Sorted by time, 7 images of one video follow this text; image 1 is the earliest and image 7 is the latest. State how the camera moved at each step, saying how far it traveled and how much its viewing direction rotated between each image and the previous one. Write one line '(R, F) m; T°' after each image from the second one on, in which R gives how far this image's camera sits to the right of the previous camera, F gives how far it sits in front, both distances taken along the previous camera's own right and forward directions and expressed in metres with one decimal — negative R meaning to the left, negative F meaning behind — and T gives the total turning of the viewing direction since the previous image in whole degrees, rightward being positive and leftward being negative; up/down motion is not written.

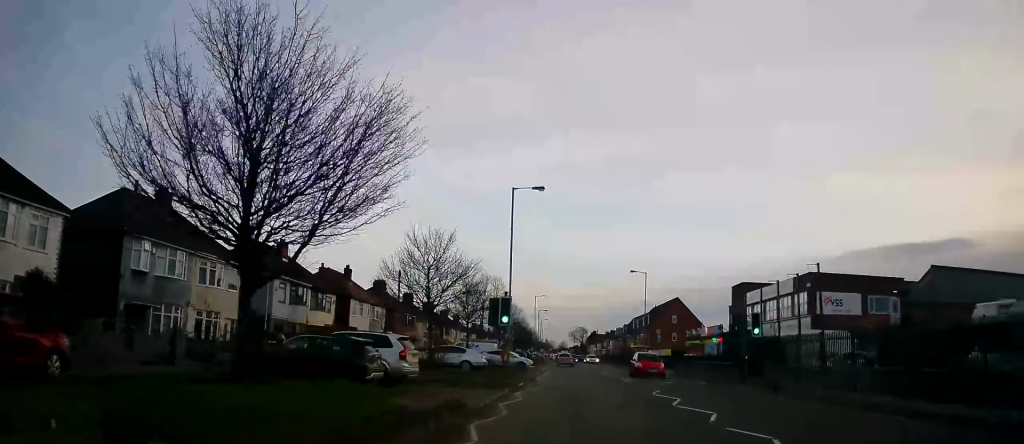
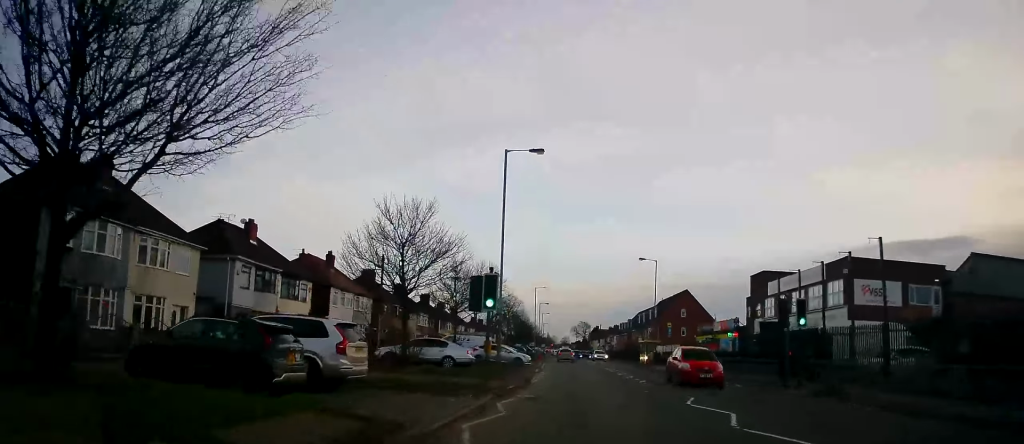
(+0.1, +5.7) m; -1°
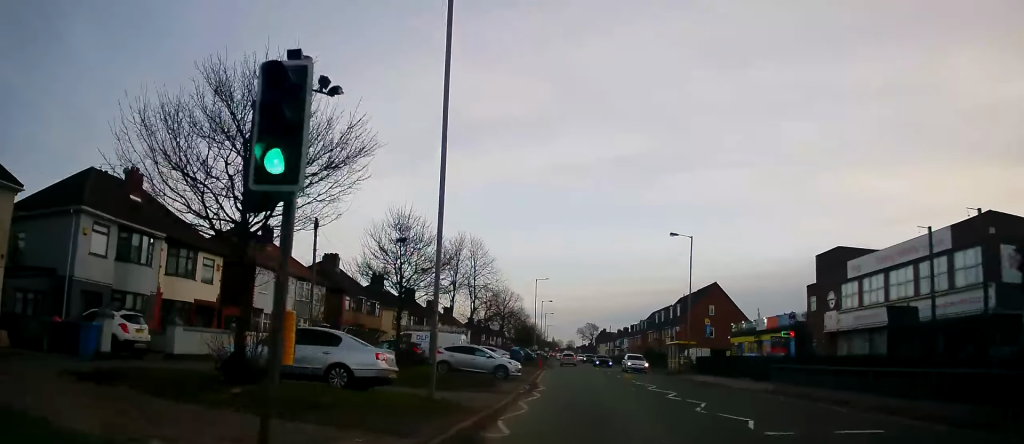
(-0.4, +14.0) m; -1°
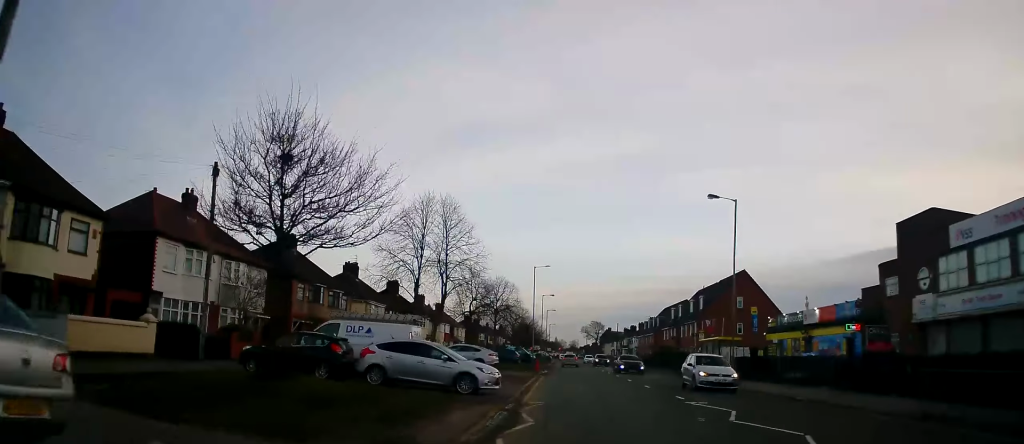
(+0.1, +10.7) m; +1°
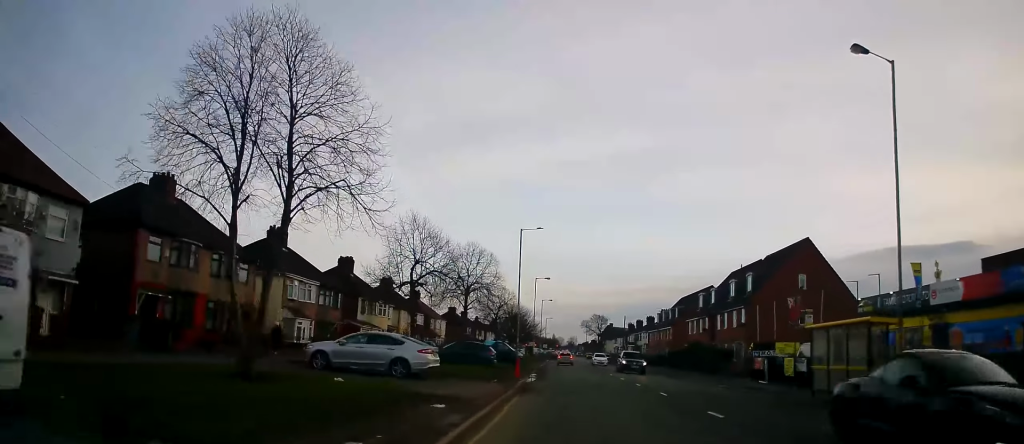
(0.0, +17.3) m; -1°
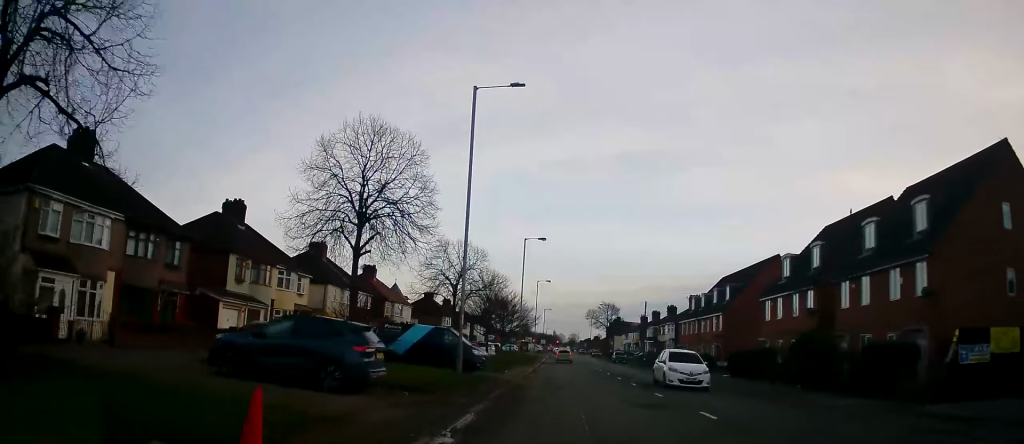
(+0.1, +24.0) m; +1°
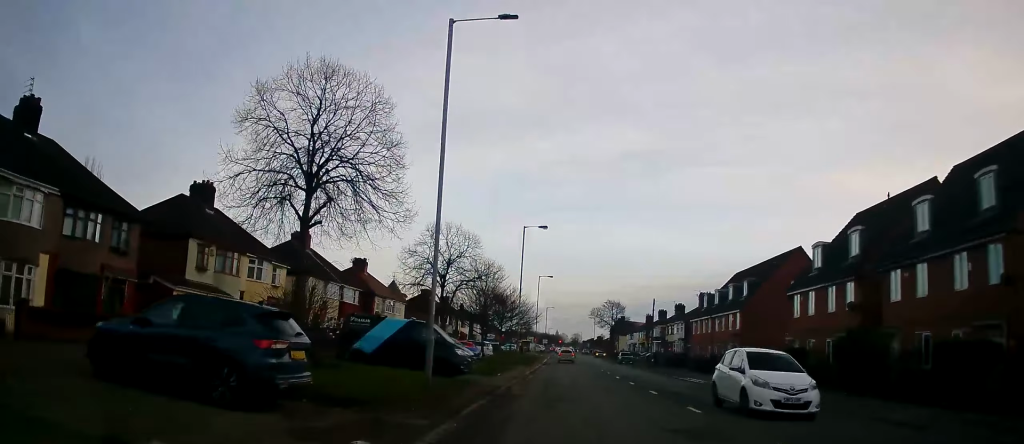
(0.0, +4.6) m; 0°
